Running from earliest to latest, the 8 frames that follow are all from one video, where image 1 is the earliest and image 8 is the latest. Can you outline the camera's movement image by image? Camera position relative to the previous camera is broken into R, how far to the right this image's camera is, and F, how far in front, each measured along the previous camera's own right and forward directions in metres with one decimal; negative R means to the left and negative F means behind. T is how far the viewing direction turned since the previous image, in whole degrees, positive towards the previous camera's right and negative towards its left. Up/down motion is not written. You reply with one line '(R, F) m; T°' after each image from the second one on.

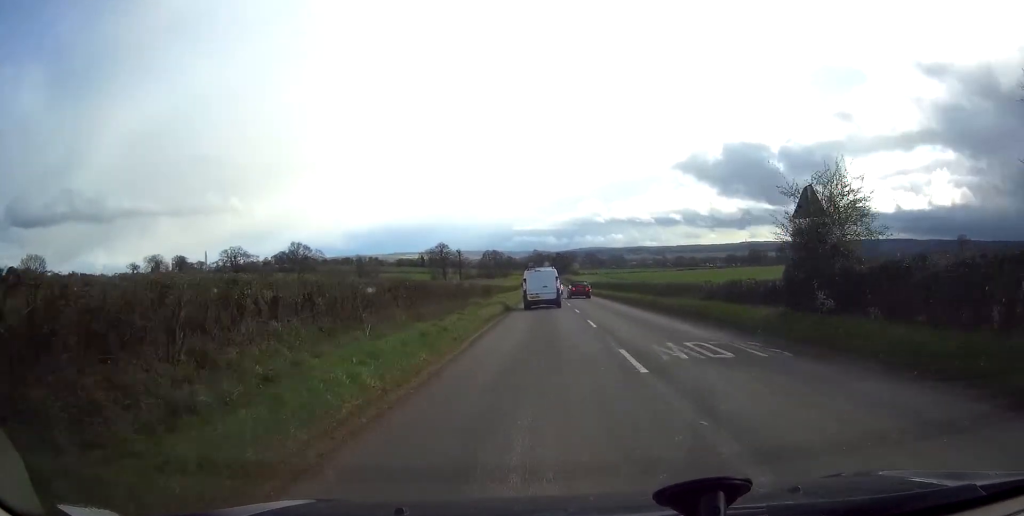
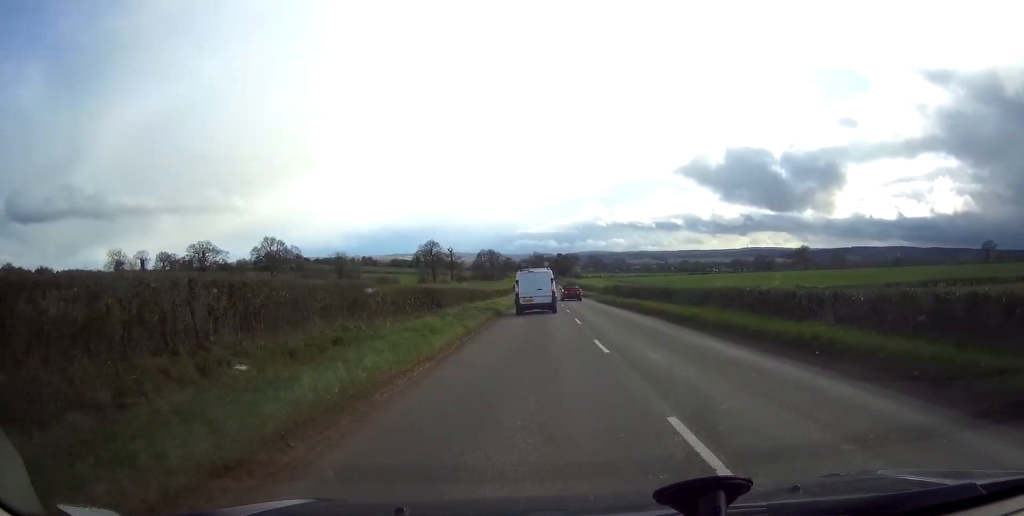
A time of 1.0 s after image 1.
(0.0, +24.2) m; 0°
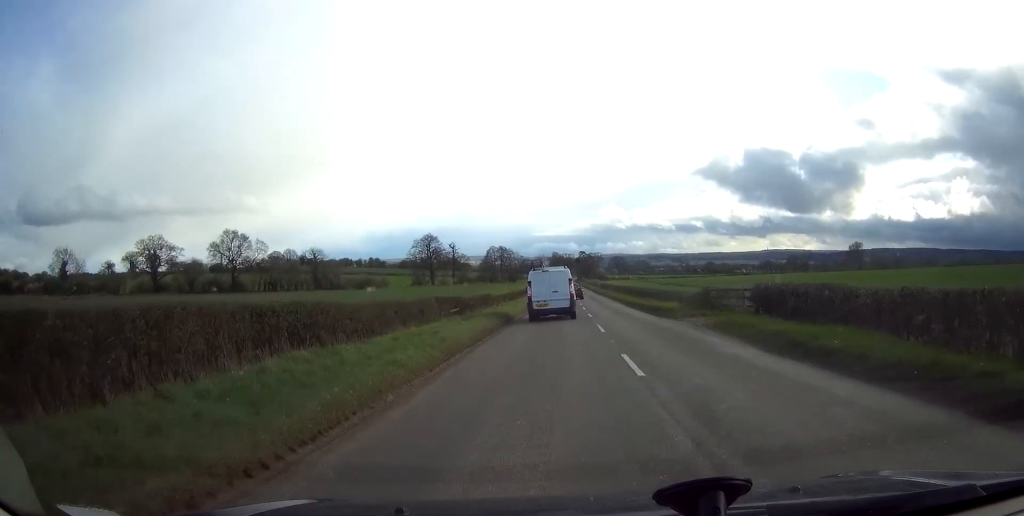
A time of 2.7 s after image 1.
(-0.3, +39.9) m; -1°
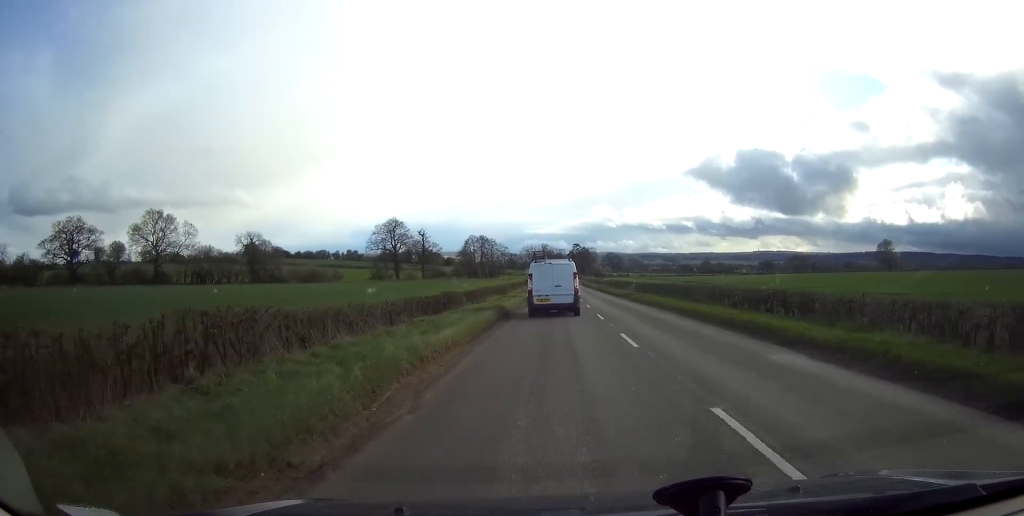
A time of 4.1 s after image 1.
(+0.1, +33.8) m; +1°
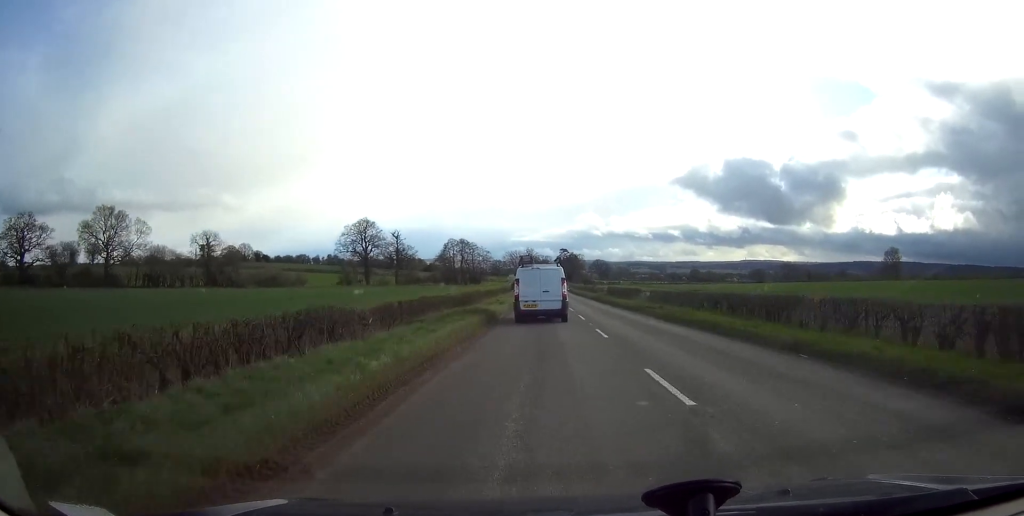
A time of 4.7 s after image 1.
(0.0, +14.8) m; 0°
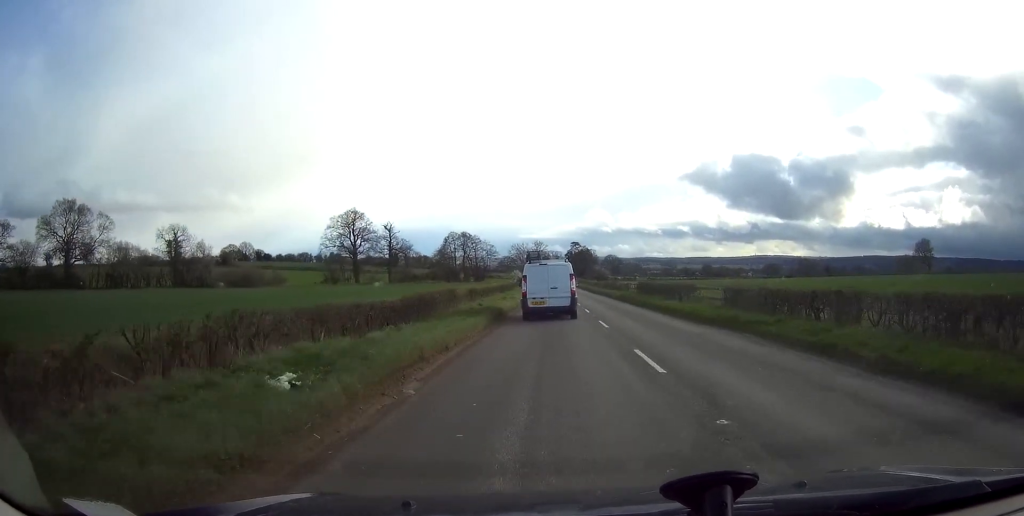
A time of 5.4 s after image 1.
(+0.1, +16.3) m; 0°
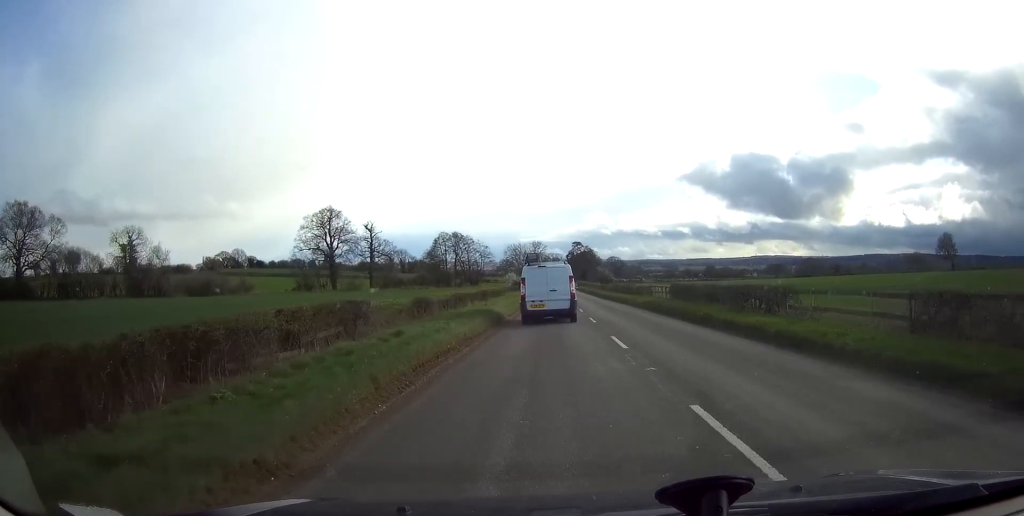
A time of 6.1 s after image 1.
(0.0, +14.6) m; 0°
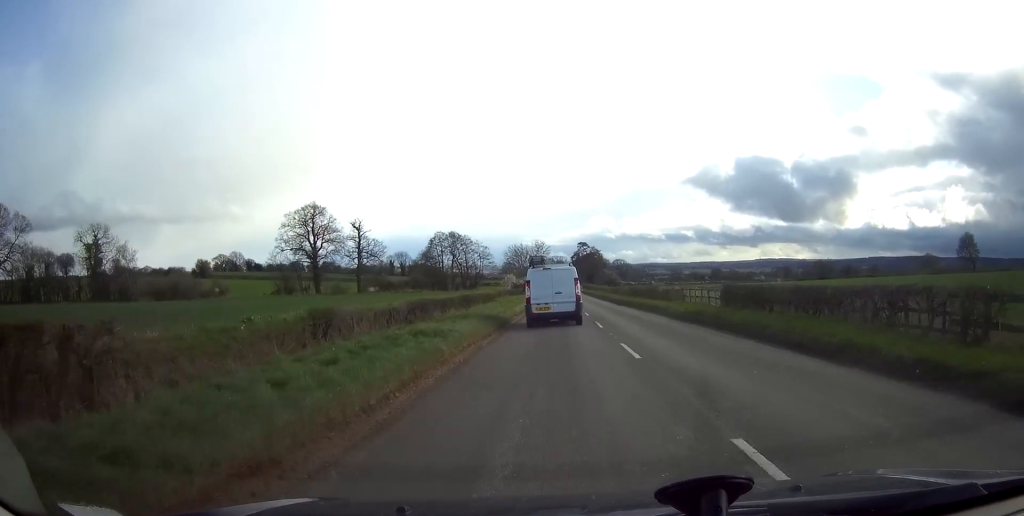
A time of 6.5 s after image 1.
(0.0, +10.7) m; 0°
